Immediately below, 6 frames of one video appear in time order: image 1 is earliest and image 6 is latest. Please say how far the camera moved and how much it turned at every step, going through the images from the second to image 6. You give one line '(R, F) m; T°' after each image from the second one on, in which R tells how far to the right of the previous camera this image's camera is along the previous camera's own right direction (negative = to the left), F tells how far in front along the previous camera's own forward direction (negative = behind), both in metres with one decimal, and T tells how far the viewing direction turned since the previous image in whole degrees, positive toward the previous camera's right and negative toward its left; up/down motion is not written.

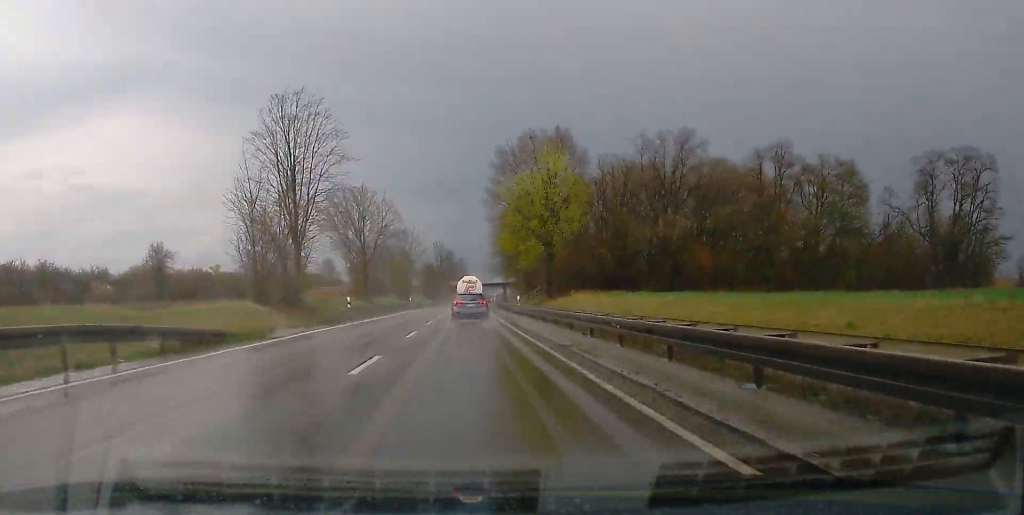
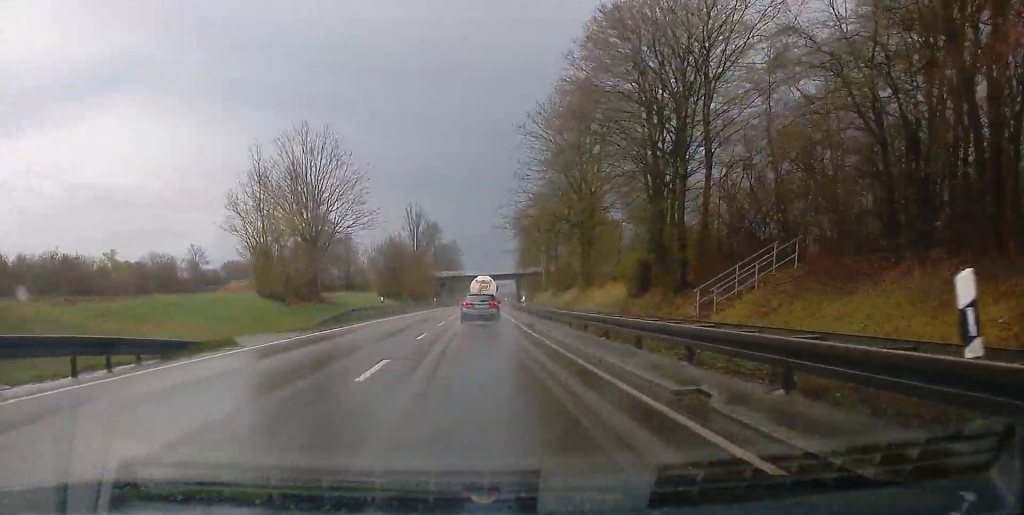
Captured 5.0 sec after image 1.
(-0.2, +84.7) m; 0°
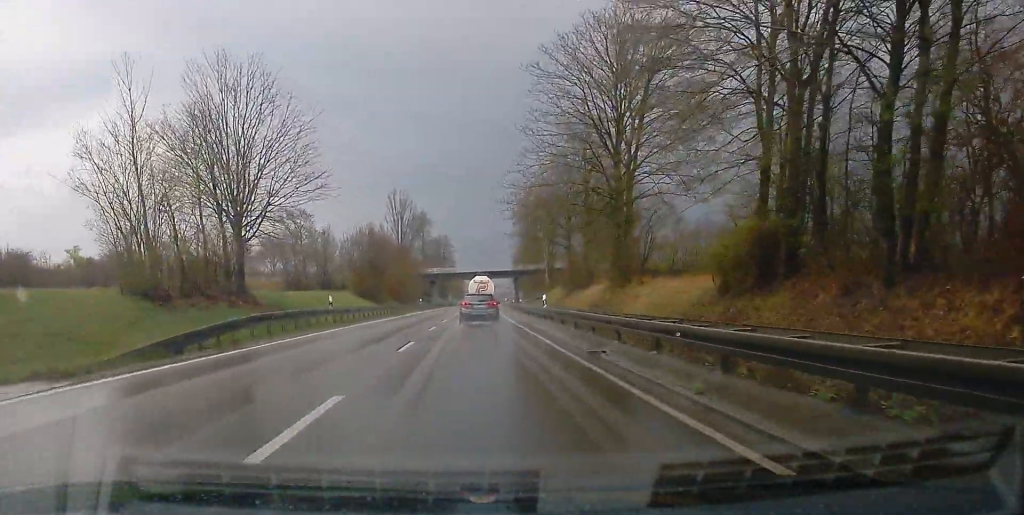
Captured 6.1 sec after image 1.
(-0.1, +17.8) m; 0°
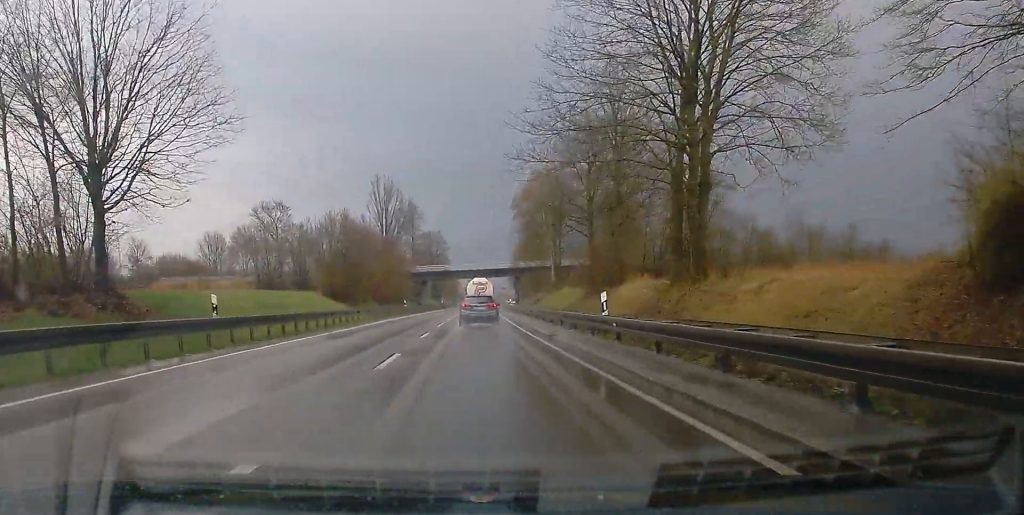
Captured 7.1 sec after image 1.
(+0.1, +15.8) m; +1°
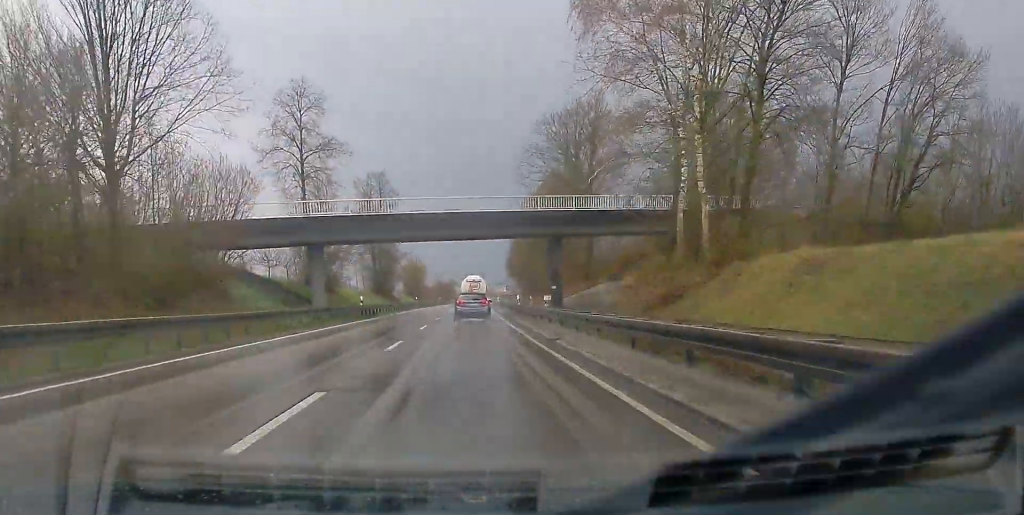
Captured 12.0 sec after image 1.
(+3.1, +79.7) m; +4°
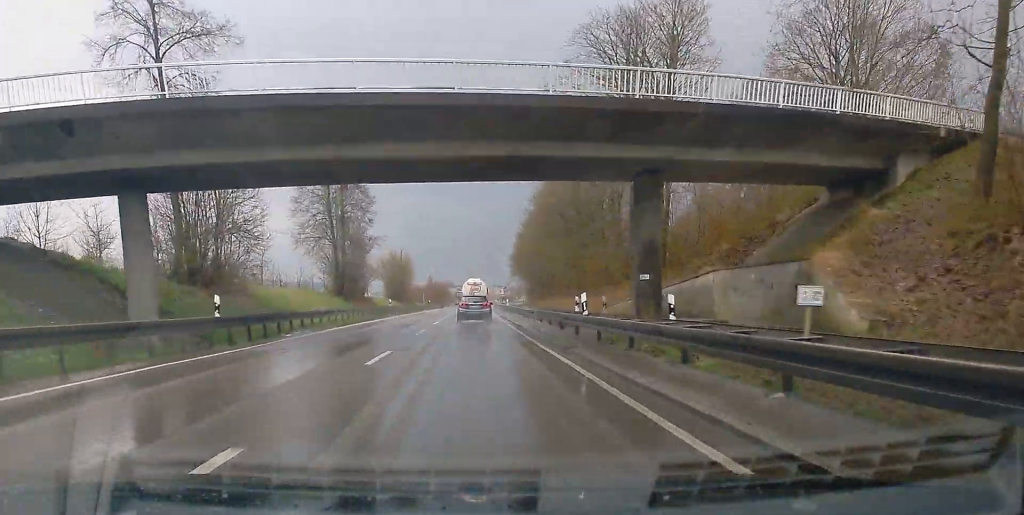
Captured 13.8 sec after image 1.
(+0.2, +28.0) m; 0°
